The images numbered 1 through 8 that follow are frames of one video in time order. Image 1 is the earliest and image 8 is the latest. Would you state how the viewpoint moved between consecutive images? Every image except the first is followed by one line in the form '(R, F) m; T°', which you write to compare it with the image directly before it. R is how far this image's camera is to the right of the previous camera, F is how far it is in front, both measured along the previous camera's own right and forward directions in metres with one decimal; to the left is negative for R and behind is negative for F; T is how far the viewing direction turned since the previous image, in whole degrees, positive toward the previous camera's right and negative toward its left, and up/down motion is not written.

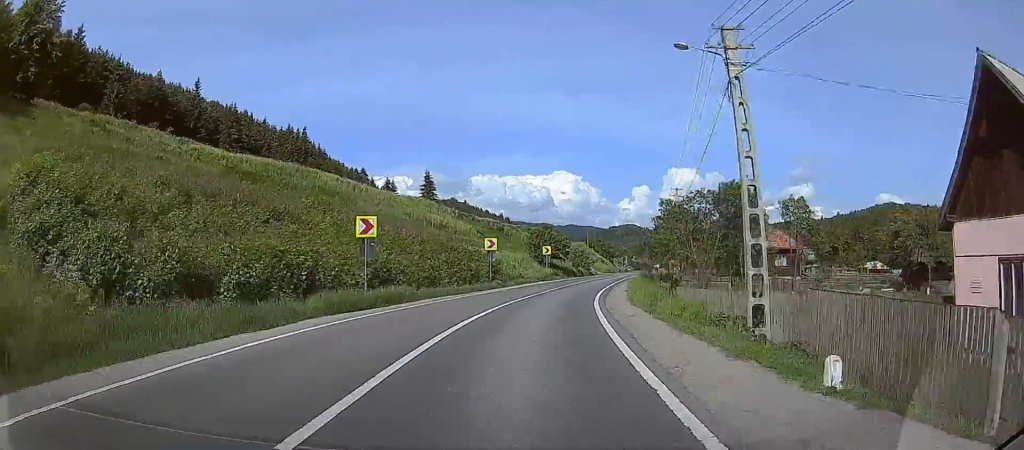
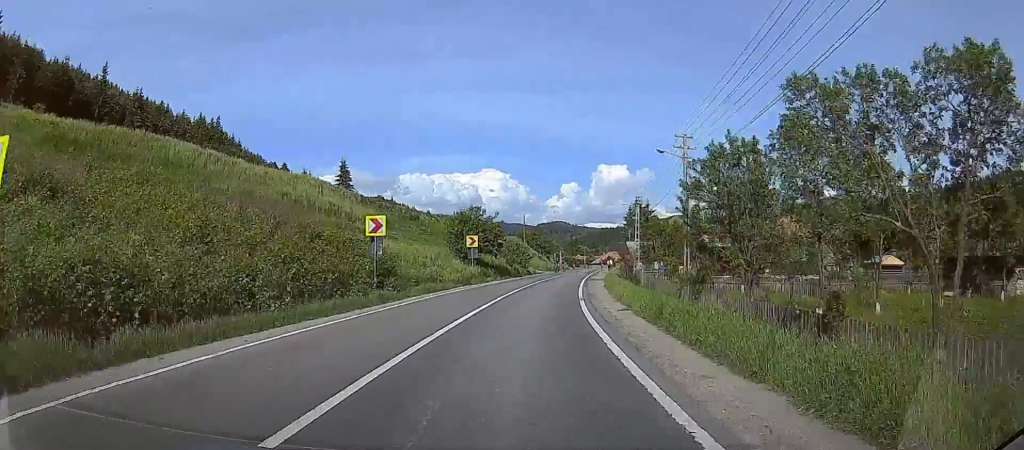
(+1.4, +17.6) m; +1°
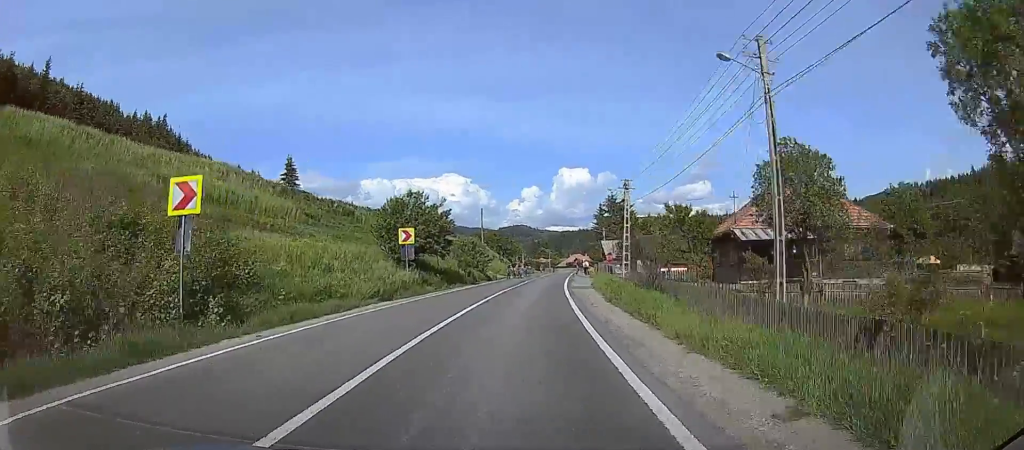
(-1.0, +13.4) m; +6°
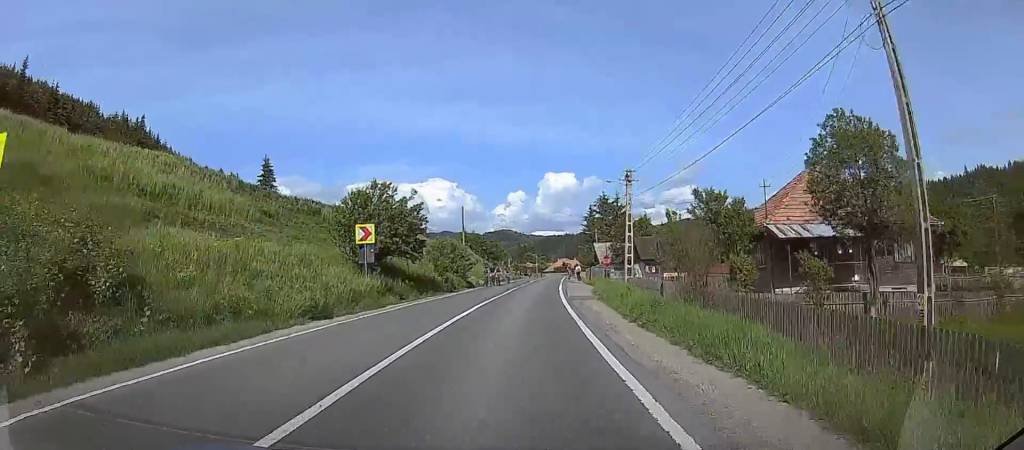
(-1.5, +6.3) m; +5°
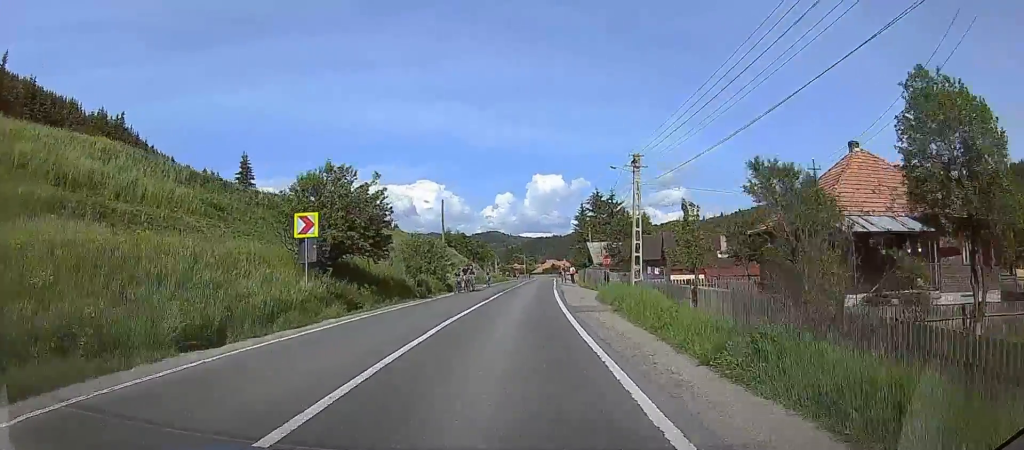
(+2.3, +5.6) m; +6°
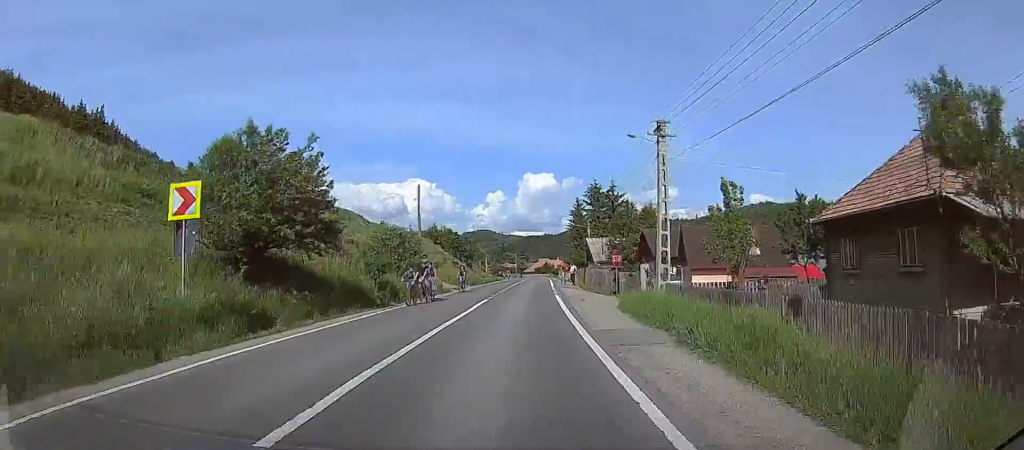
(+2.1, +7.2) m; +7°
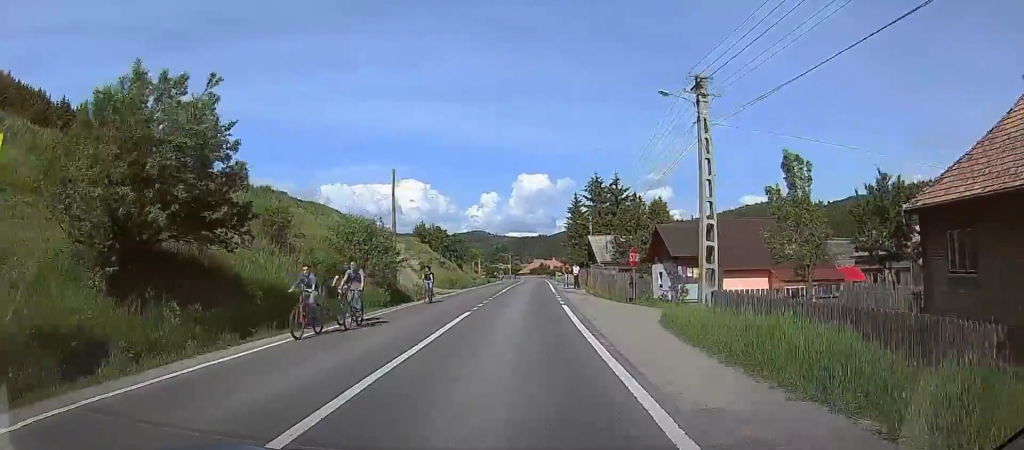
(-1.0, +6.6) m; -4°
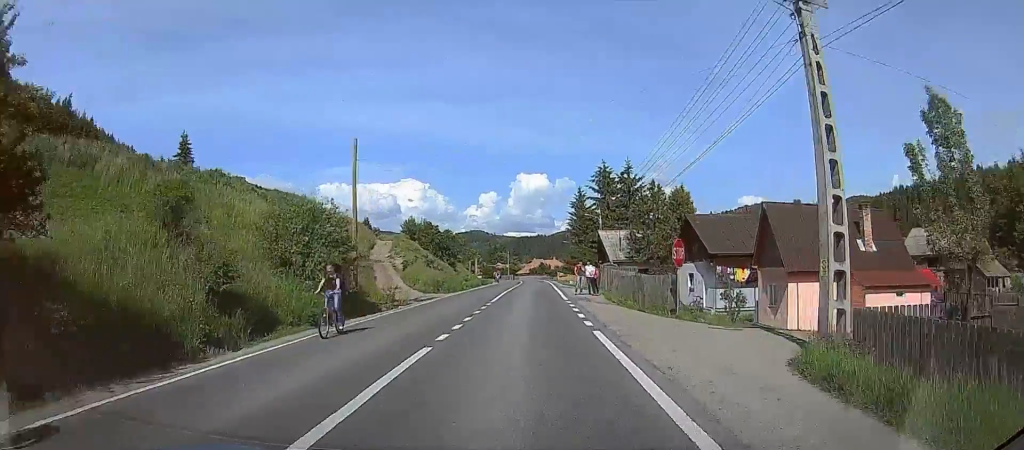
(-0.7, +8.1) m; -5°
